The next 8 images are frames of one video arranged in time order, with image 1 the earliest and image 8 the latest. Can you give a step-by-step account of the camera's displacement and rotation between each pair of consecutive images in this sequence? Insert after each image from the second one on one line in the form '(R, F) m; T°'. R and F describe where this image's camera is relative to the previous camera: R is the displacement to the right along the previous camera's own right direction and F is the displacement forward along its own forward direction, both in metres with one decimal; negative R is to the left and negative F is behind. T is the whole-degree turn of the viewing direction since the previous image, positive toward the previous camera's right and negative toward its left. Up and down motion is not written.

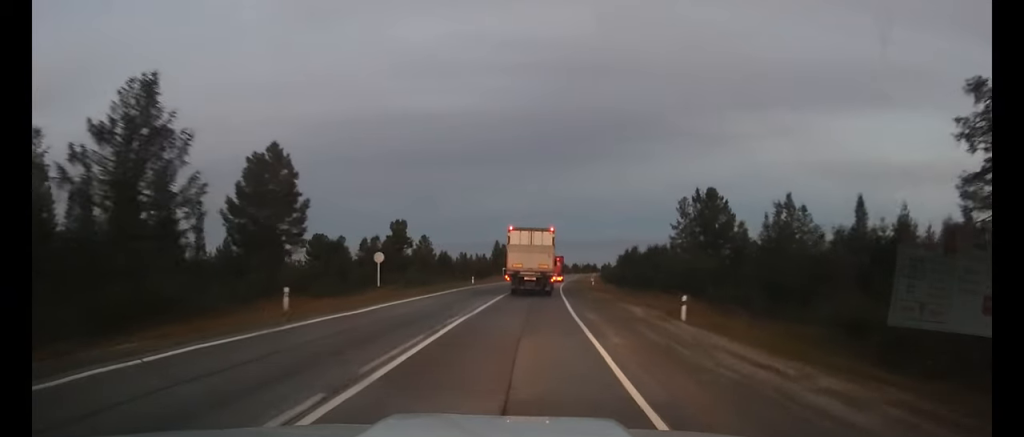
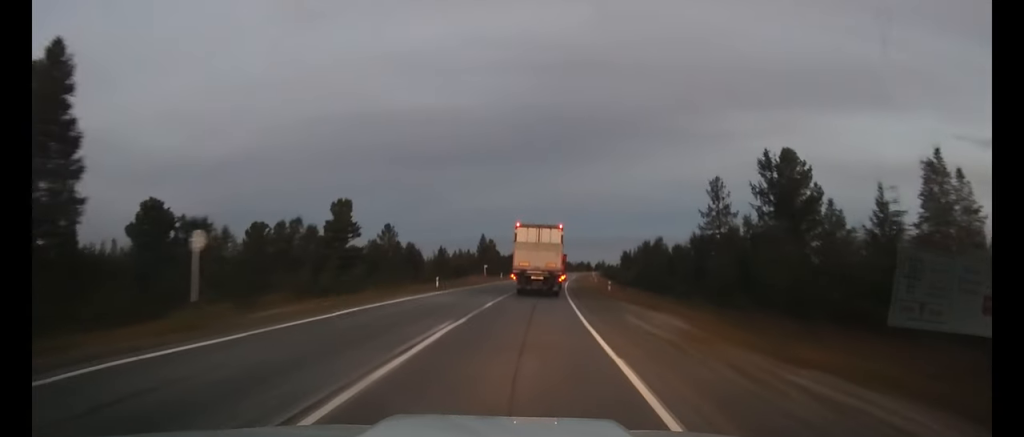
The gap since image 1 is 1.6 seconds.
(+0.1, +20.5) m; +1°
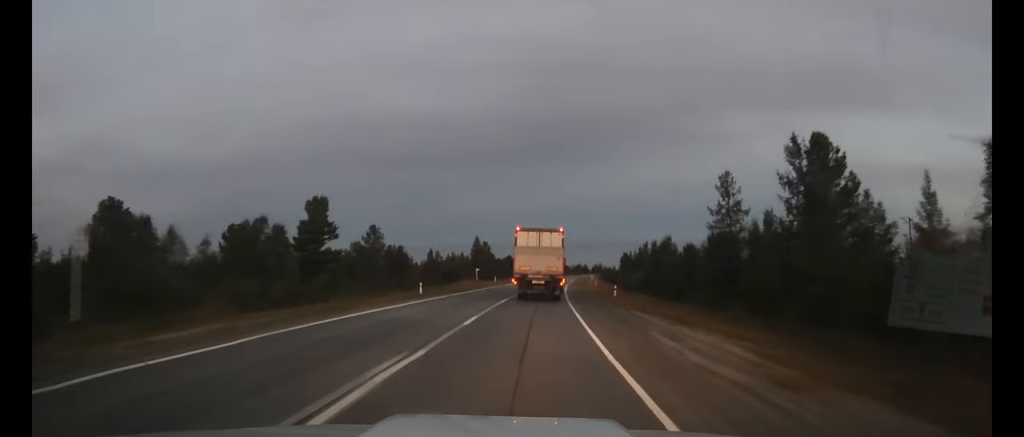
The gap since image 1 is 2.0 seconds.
(0.0, +5.6) m; 0°
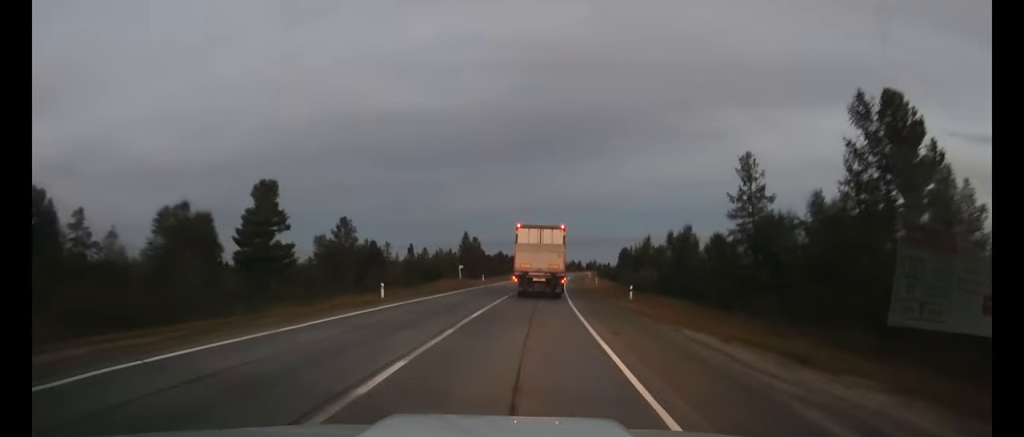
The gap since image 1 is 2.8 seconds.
(0.0, +9.4) m; +1°
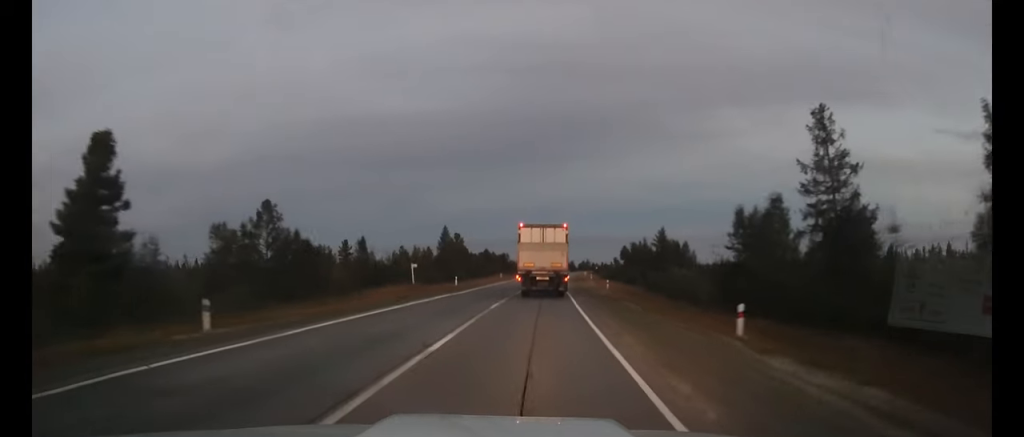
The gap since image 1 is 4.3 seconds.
(+0.2, +19.2) m; +1°
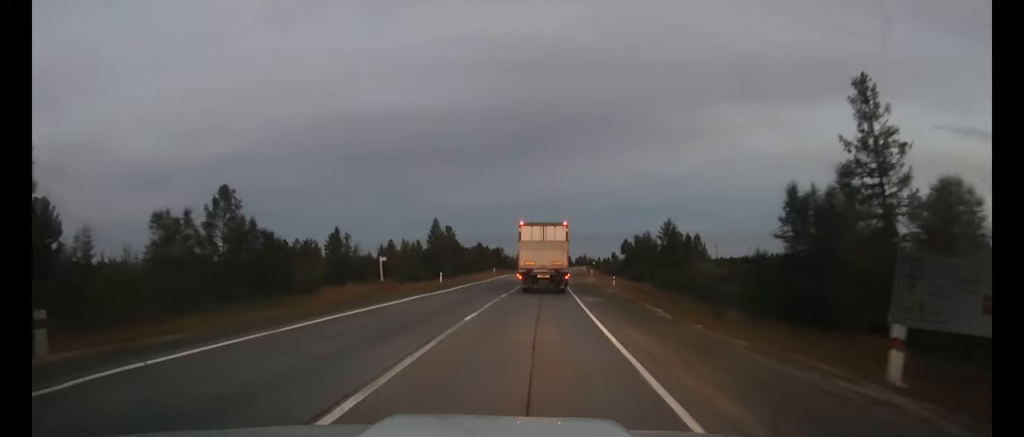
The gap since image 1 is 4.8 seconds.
(0.0, +7.2) m; 0°
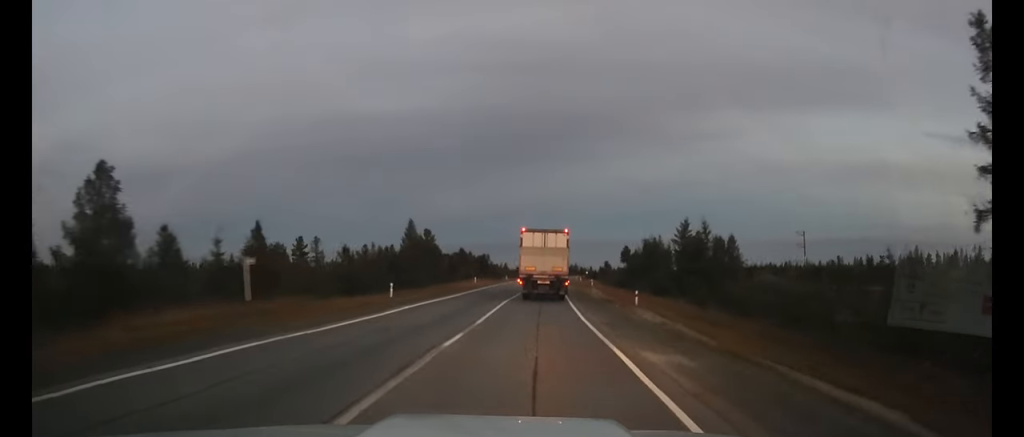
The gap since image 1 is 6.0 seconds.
(+0.1, +14.8) m; +1°
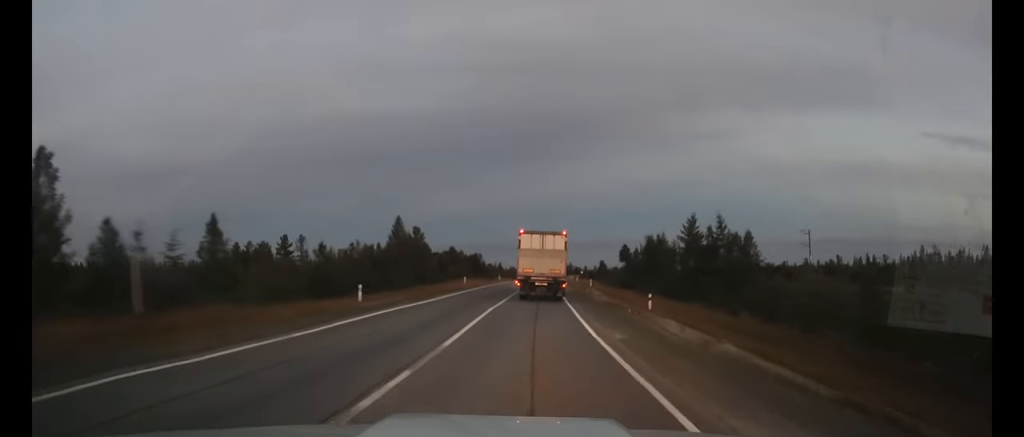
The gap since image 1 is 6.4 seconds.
(0.0, +5.5) m; 0°
